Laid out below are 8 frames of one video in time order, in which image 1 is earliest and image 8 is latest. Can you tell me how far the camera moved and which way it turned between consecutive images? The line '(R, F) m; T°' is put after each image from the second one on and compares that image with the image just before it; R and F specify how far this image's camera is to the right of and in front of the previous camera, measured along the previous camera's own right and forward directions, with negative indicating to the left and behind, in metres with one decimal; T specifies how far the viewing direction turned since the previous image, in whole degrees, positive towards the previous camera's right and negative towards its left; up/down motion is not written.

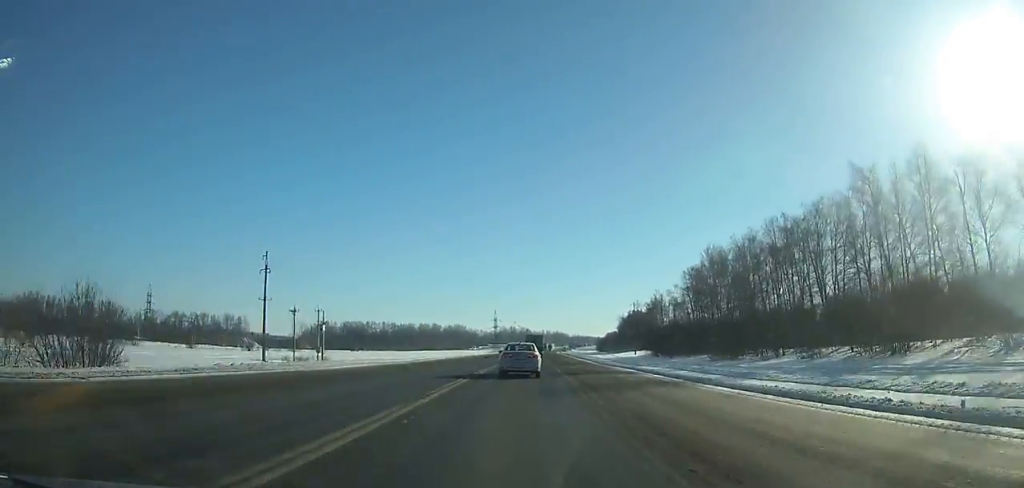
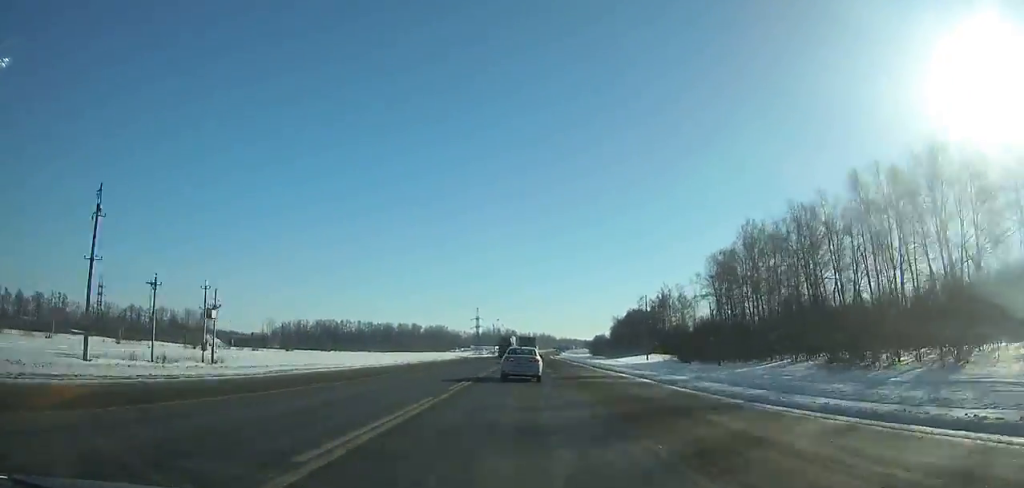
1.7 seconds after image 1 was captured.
(+0.4, +33.5) m; +1°
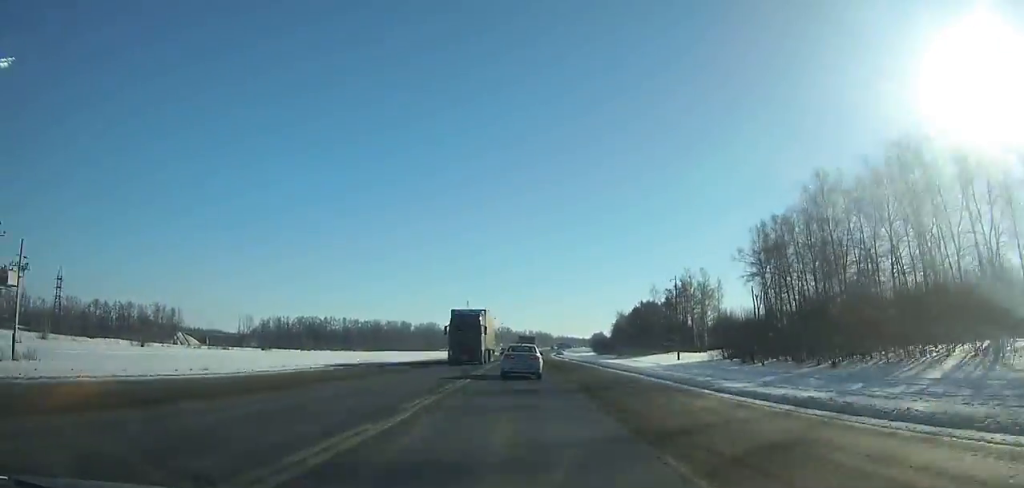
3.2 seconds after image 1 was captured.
(+0.2, +29.5) m; +1°
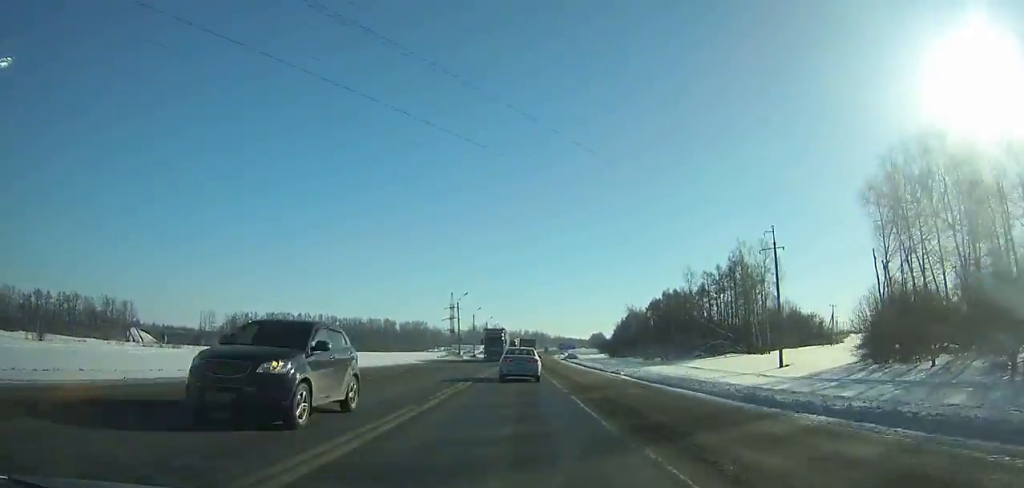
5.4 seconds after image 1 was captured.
(+0.2, +43.2) m; 0°
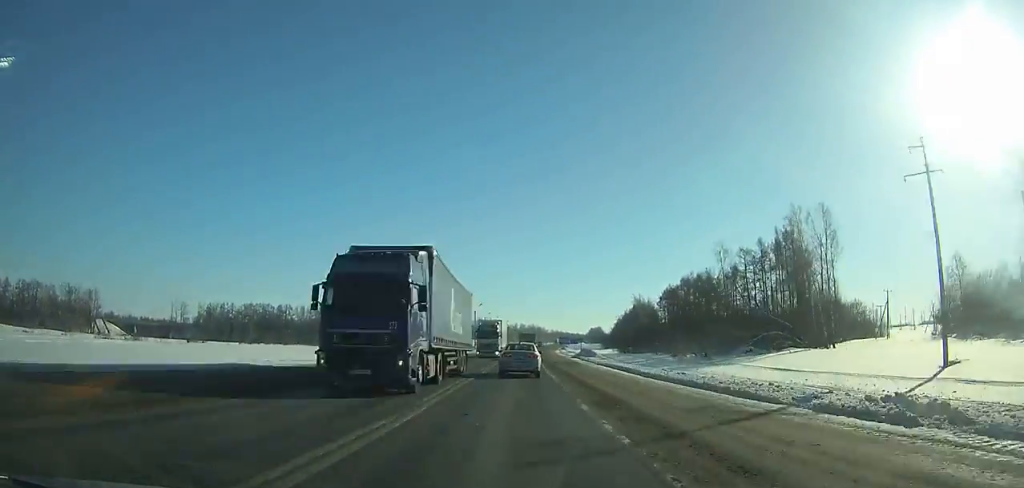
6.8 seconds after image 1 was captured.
(0.0, +27.5) m; 0°
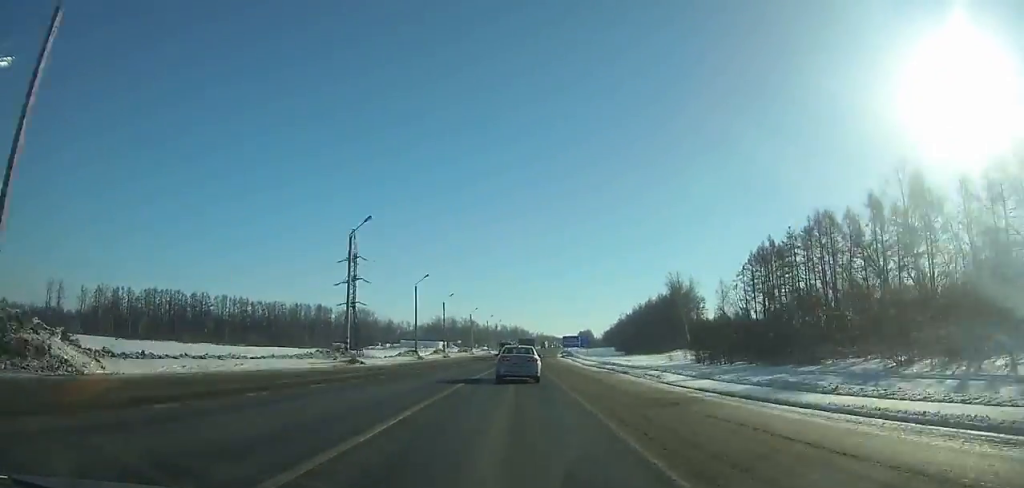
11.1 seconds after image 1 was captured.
(+1.4, +83.4) m; +2°
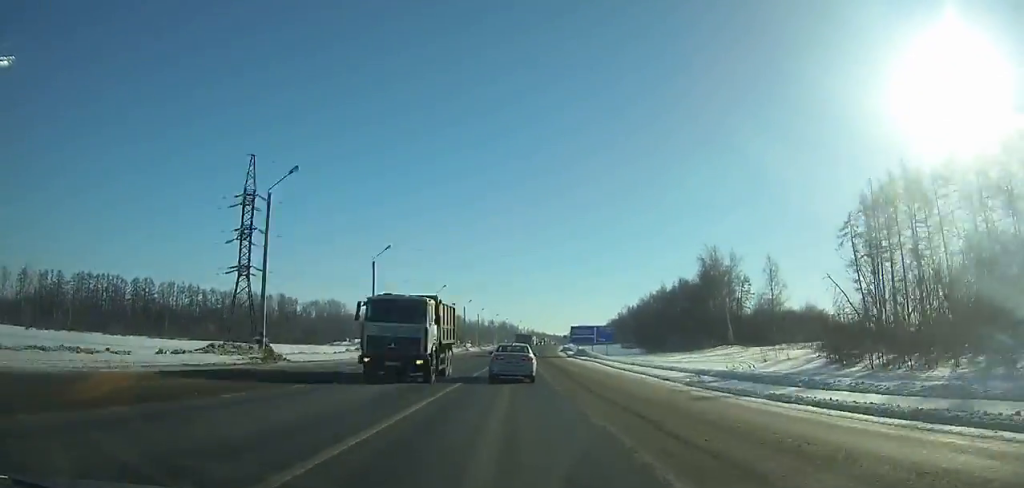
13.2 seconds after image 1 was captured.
(+0.3, +40.2) m; +1°
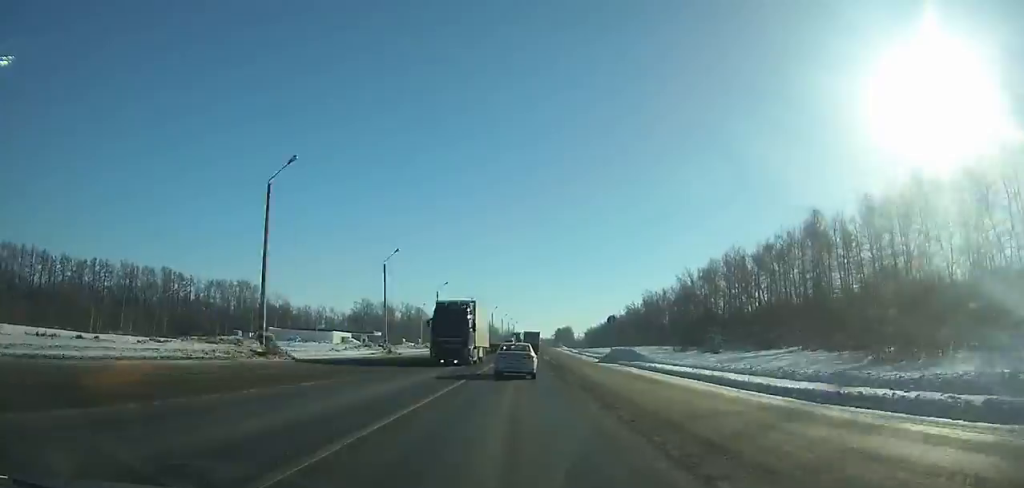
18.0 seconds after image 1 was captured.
(+1.7, +89.9) m; +3°
